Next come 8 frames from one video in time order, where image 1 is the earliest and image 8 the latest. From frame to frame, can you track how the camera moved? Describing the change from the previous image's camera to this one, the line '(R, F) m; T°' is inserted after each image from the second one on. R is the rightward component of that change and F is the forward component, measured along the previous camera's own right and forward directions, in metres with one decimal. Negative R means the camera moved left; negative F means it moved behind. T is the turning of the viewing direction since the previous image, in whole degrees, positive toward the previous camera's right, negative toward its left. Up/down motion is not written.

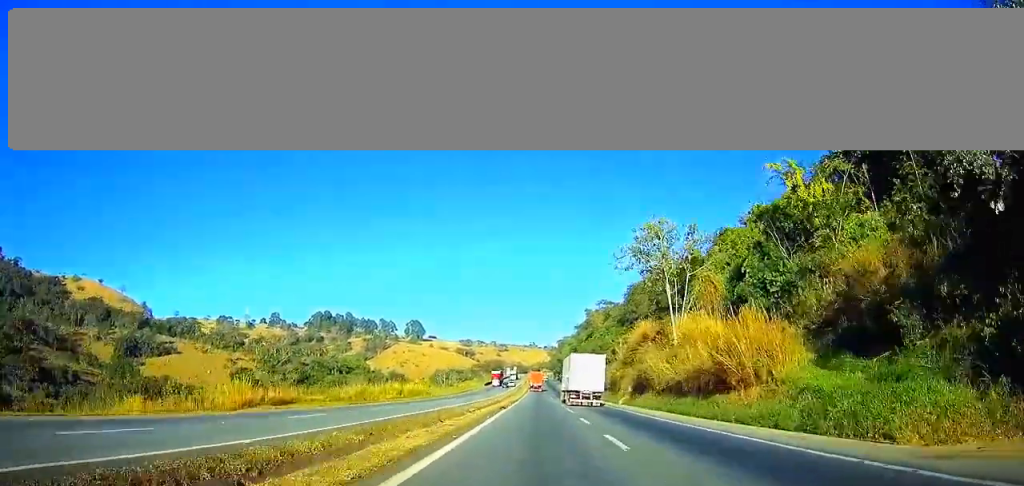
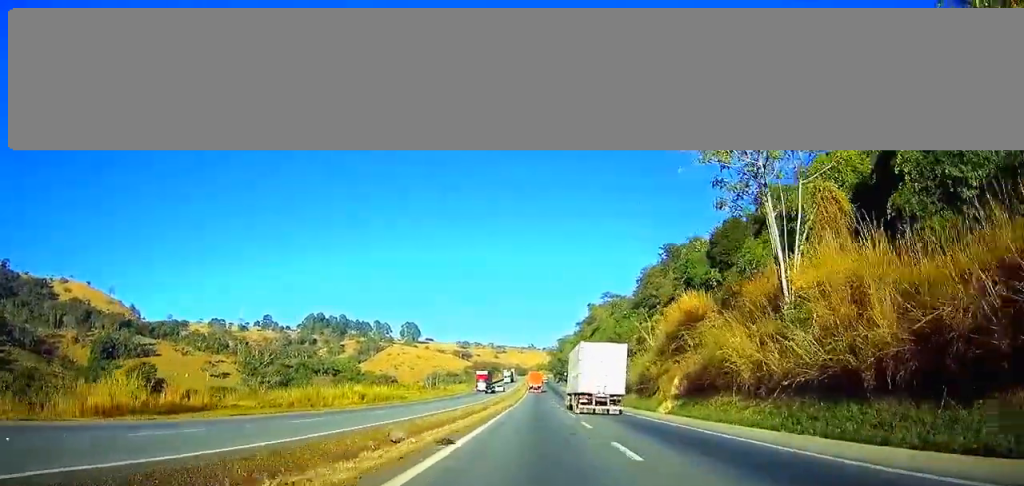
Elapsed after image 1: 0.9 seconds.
(0.0, +24.7) m; 0°
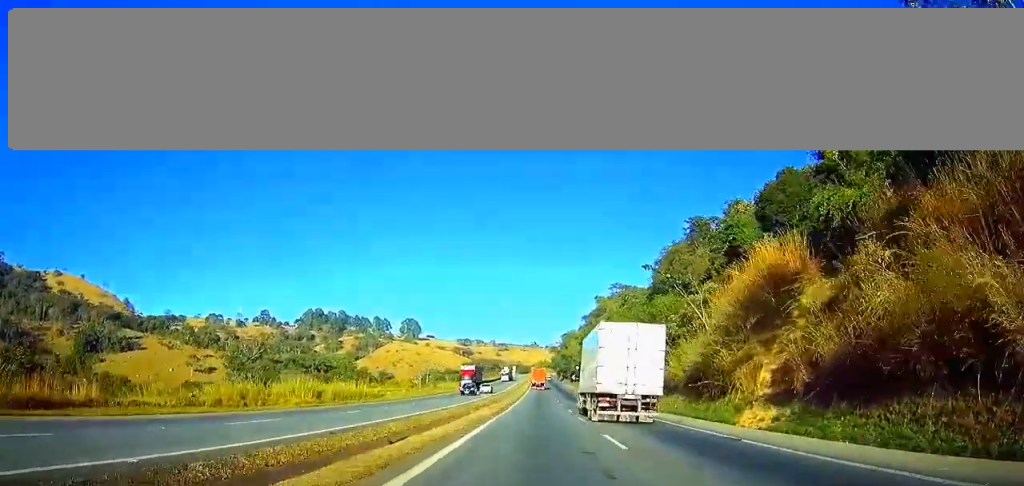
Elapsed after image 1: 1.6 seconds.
(-0.1, +19.8) m; 0°
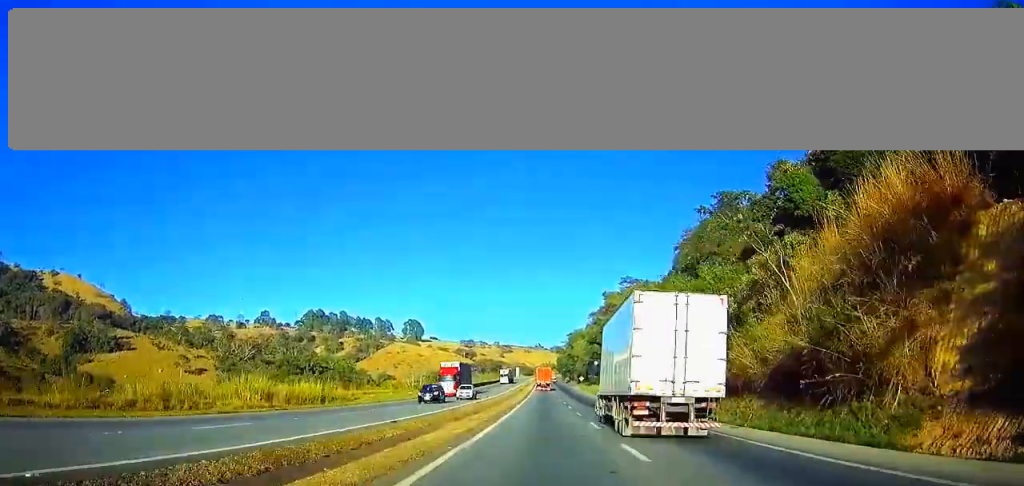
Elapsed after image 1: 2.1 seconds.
(-0.1, +15.1) m; 0°
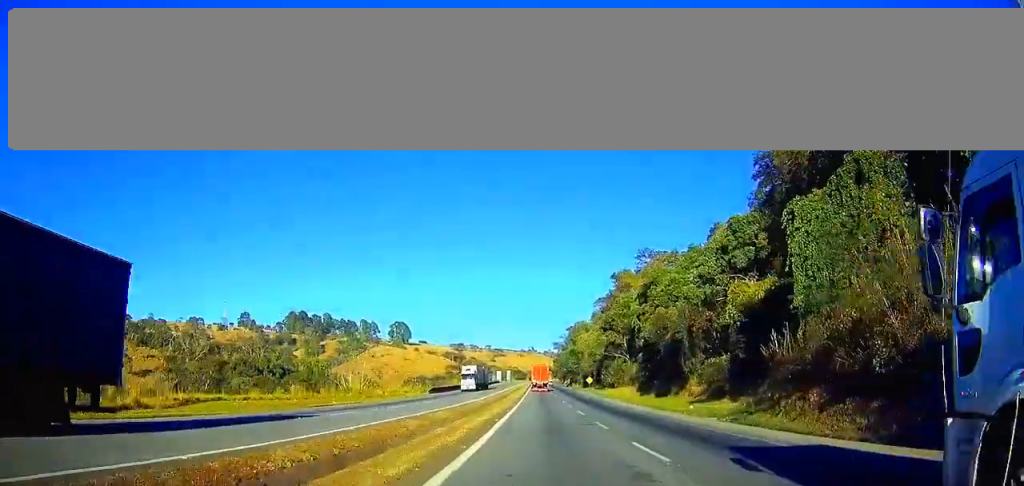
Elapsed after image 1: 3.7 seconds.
(+0.2, +46.5) m; 0°
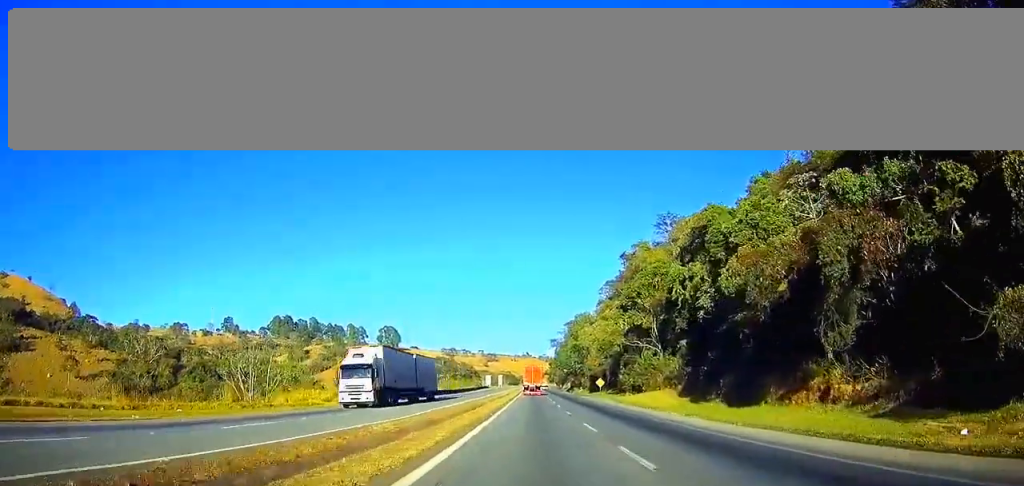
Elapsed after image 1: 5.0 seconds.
(+0.1, +35.3) m; +1°
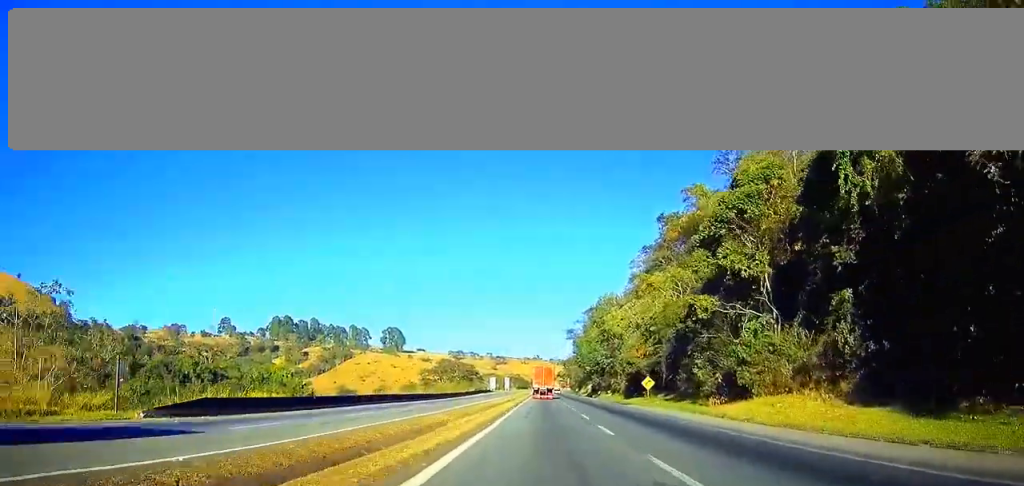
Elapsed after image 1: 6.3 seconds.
(+0.1, +37.2) m; 0°
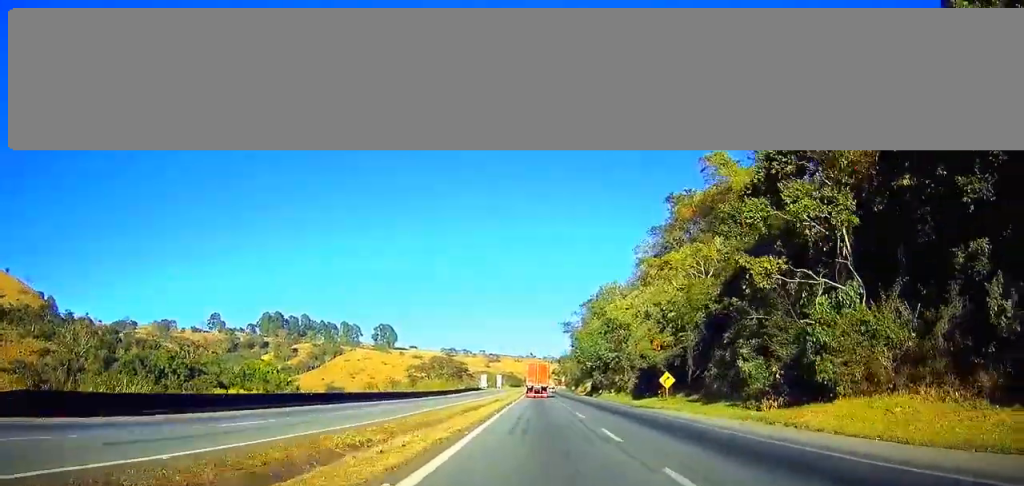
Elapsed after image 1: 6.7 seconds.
(-0.1, +13.2) m; 0°
